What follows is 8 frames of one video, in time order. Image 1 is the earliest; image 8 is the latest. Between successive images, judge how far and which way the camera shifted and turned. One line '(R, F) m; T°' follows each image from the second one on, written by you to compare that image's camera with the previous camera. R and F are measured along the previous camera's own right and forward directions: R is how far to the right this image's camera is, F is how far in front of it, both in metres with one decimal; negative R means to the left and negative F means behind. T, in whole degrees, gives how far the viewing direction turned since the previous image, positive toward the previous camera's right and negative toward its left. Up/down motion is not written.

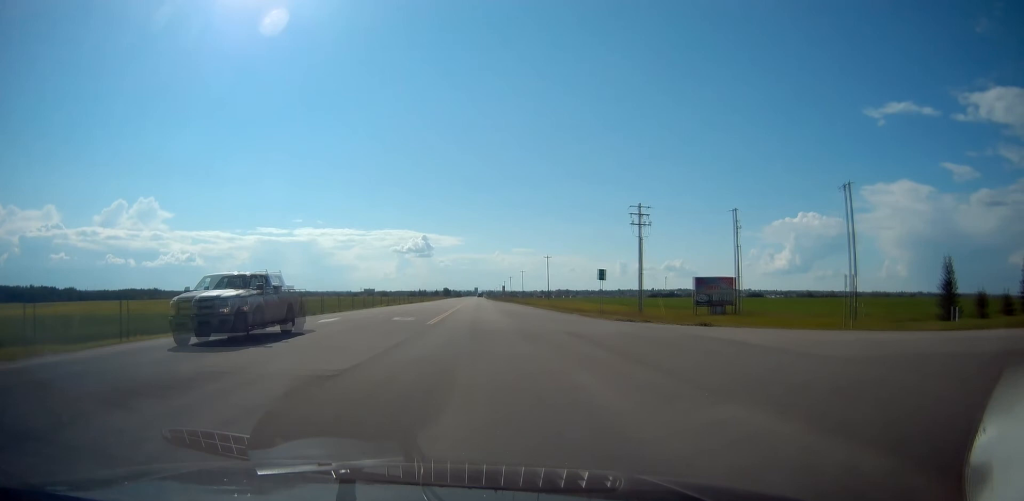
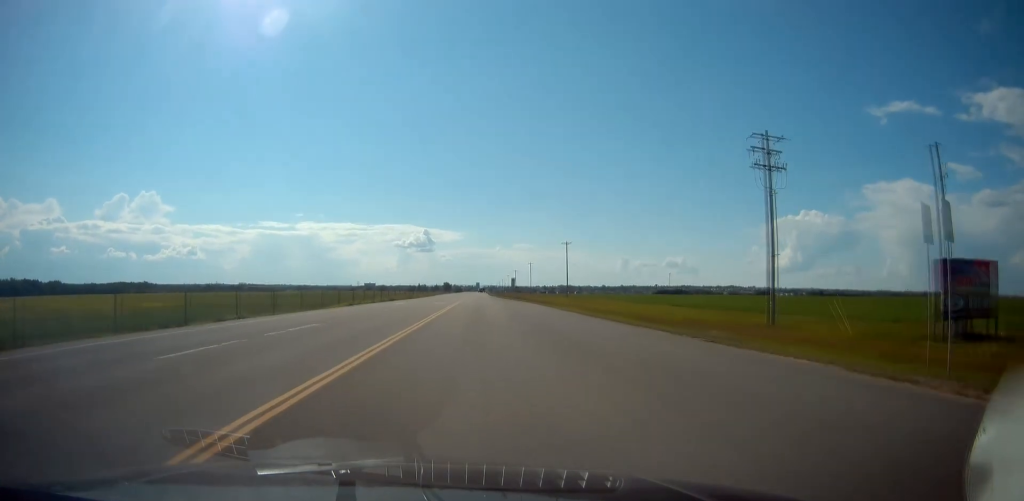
(0.0, +29.7) m; 0°
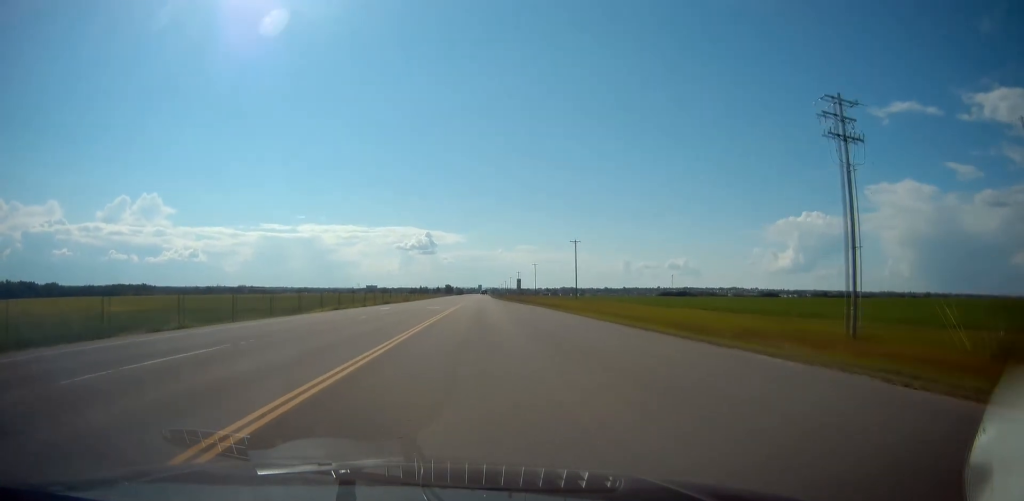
(0.0, +8.6) m; 0°
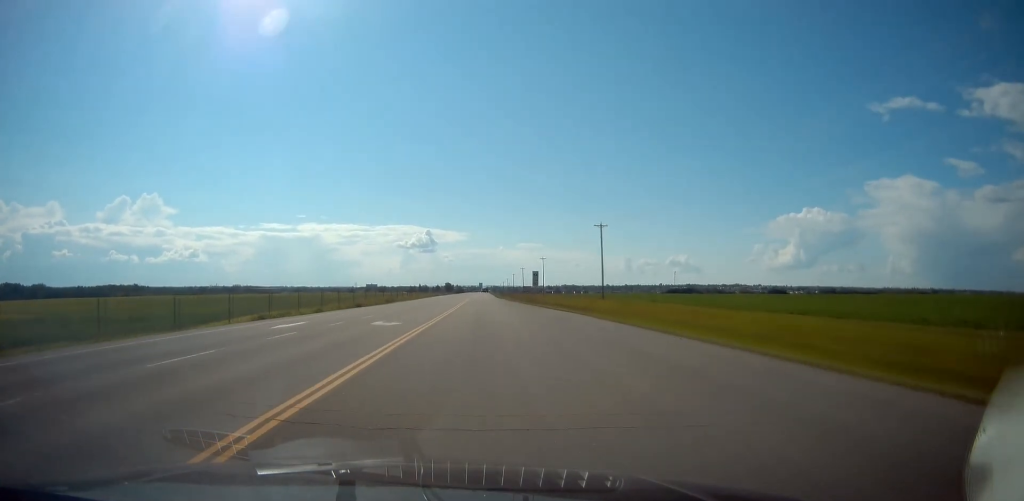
(0.0, +22.7) m; 0°
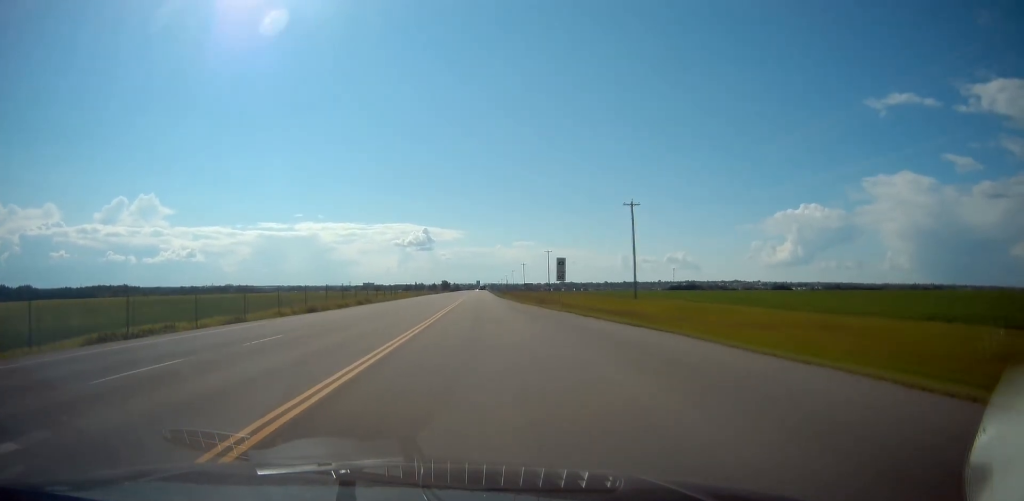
(0.0, +19.4) m; 0°
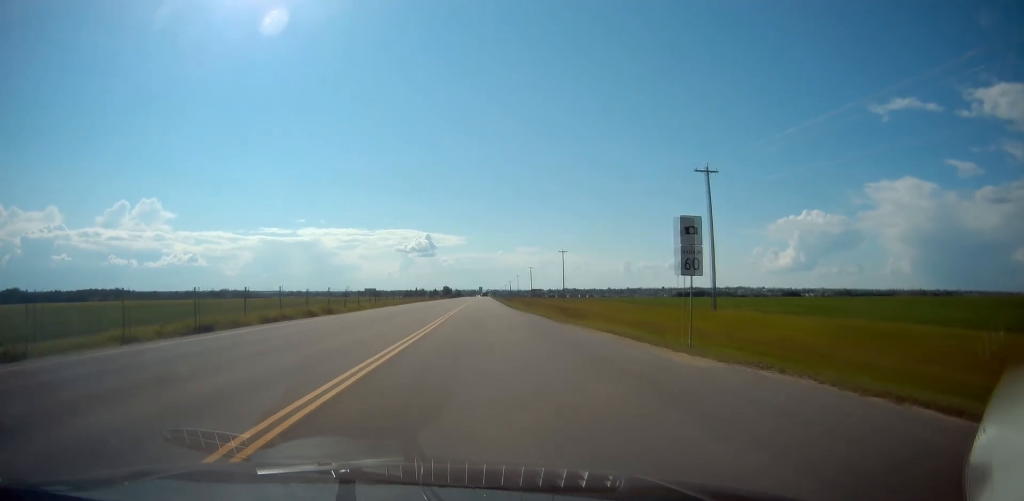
(0.0, +22.8) m; 0°
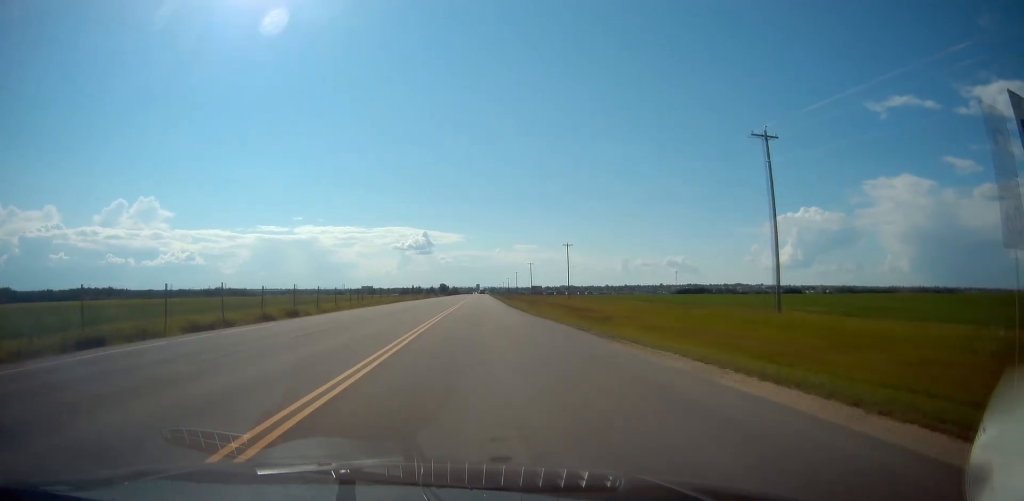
(0.0, +10.8) m; 0°
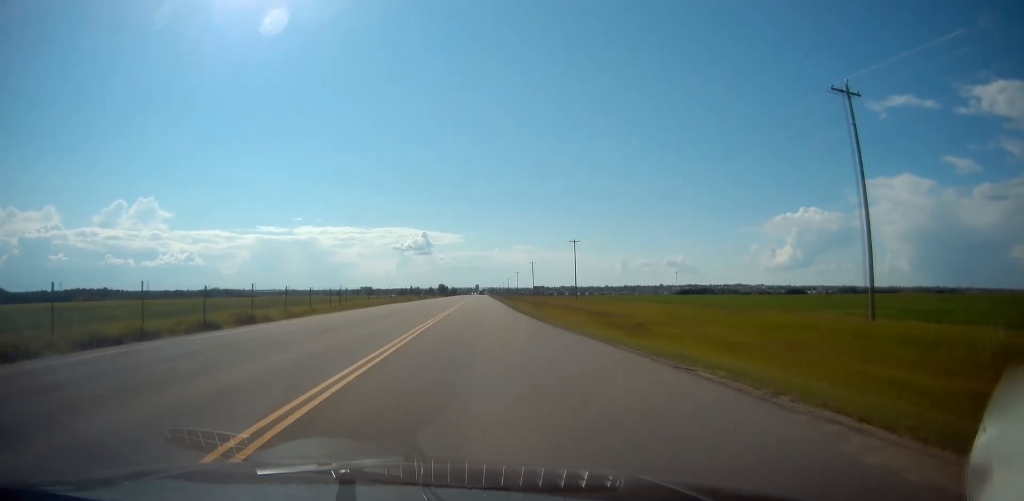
(0.0, +9.7) m; 0°
